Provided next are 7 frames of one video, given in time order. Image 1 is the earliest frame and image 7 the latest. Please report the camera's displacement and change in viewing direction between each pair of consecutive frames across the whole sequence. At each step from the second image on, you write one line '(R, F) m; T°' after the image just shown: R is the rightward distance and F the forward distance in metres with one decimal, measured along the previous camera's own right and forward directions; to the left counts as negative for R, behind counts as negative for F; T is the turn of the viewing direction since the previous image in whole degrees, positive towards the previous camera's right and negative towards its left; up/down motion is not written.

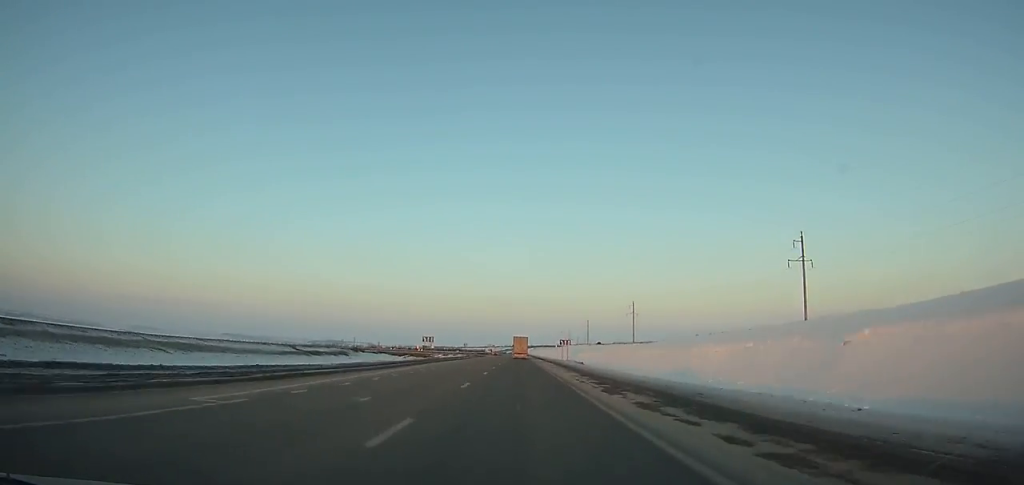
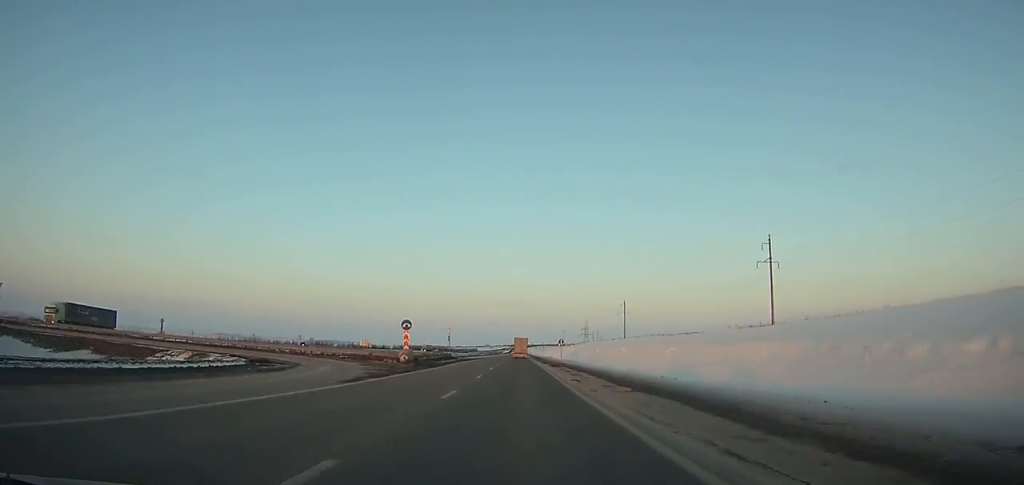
(+0.2, +160.2) m; 0°
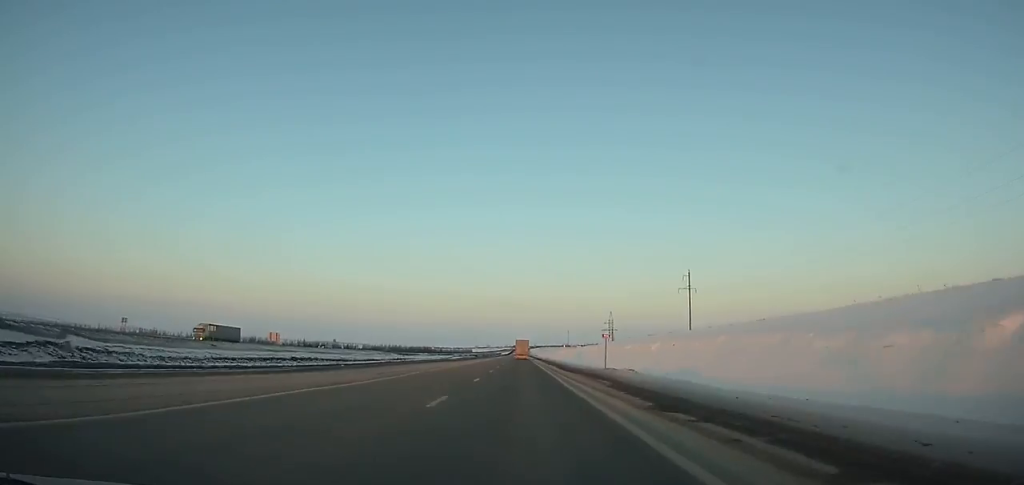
(+0.2, +110.7) m; 0°
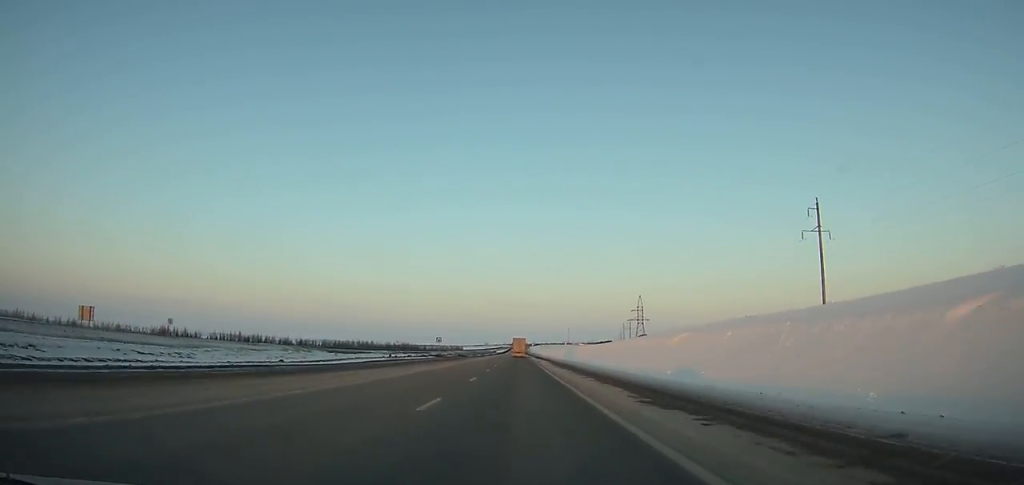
(-0.2, +84.1) m; 0°
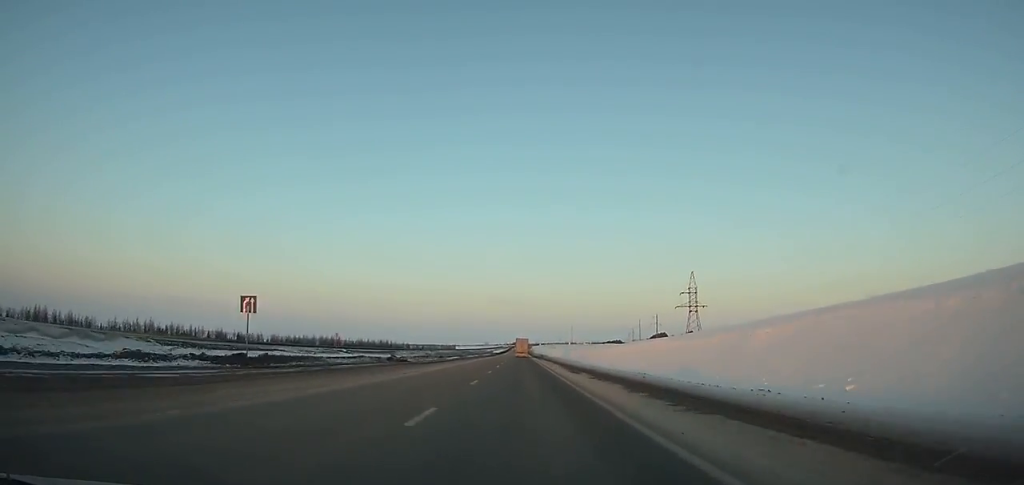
(-0.1, +73.9) m; 0°
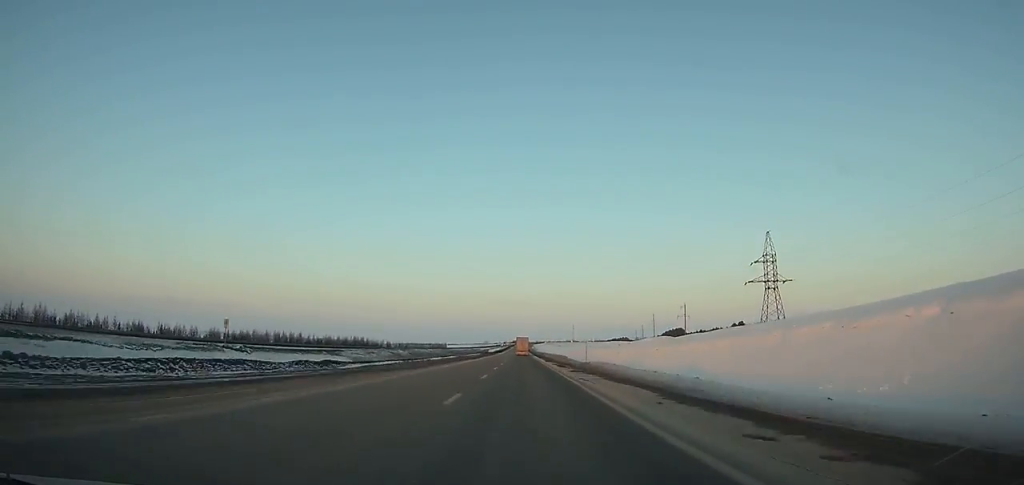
(-0.2, +56.4) m; 0°
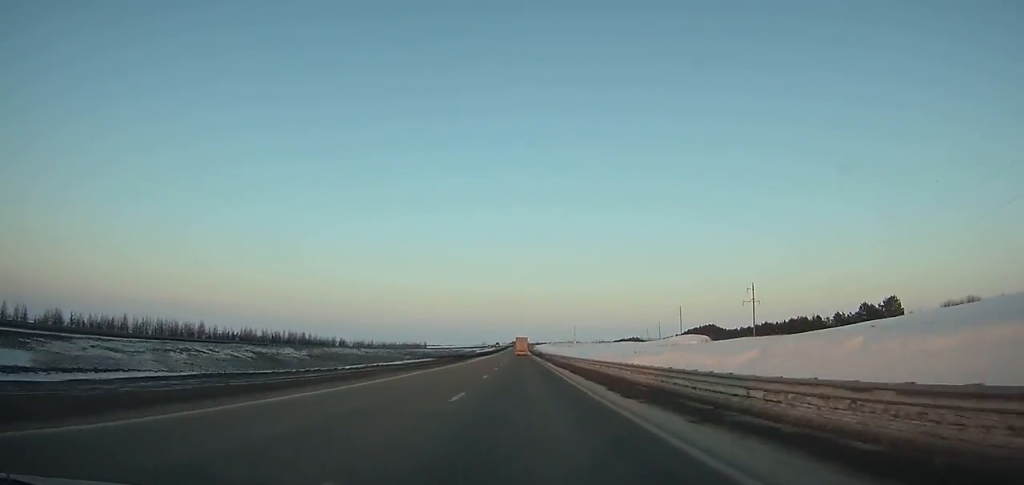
(+0.4, +82.5) m; 0°
